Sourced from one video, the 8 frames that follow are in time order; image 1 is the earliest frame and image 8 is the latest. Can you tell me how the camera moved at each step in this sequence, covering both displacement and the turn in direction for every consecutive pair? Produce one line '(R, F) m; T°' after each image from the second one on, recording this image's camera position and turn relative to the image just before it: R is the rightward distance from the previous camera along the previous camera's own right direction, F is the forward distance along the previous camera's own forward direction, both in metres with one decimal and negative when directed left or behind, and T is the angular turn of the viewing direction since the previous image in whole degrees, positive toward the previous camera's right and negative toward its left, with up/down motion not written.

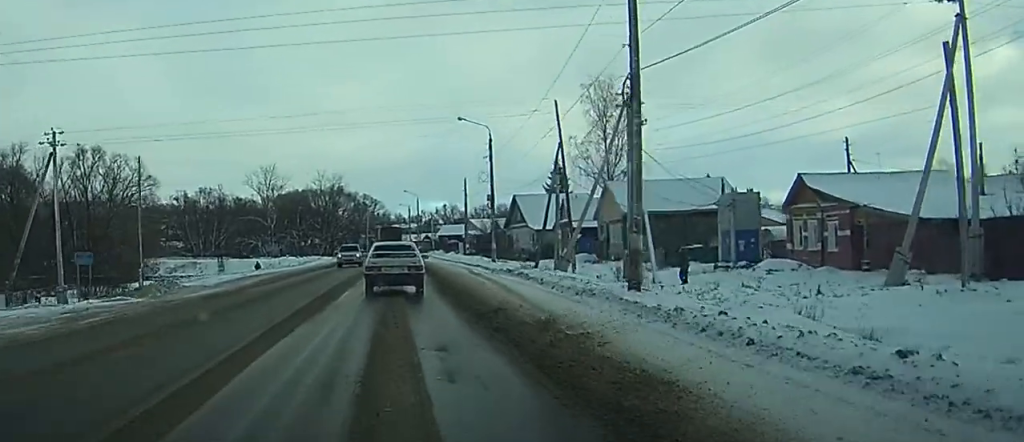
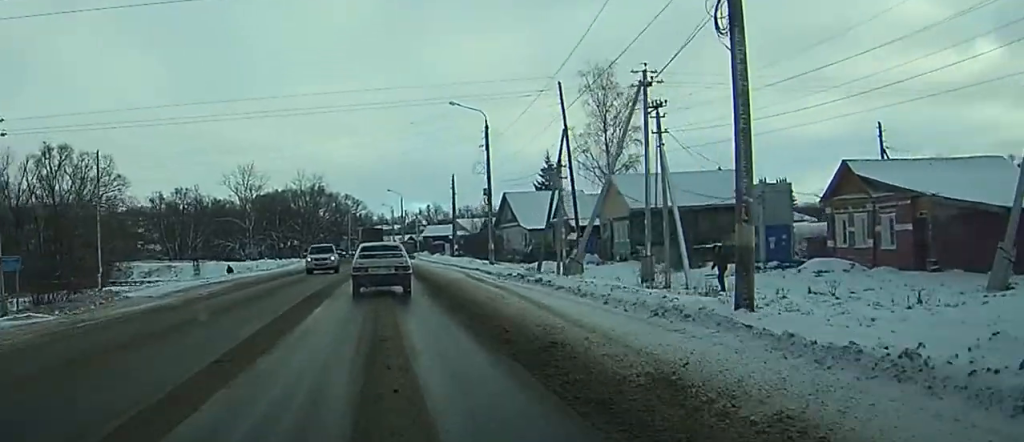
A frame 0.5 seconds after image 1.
(+0.2, +6.8) m; +1°
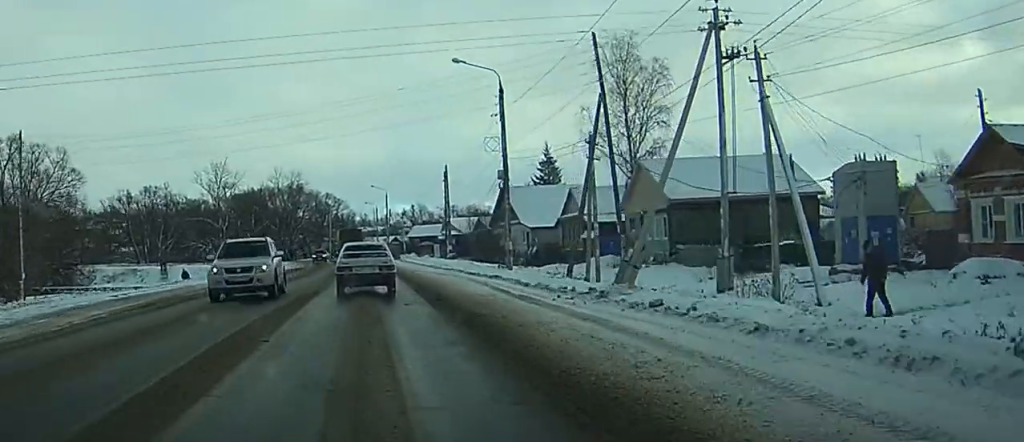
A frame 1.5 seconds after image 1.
(+0.1, +12.1) m; 0°
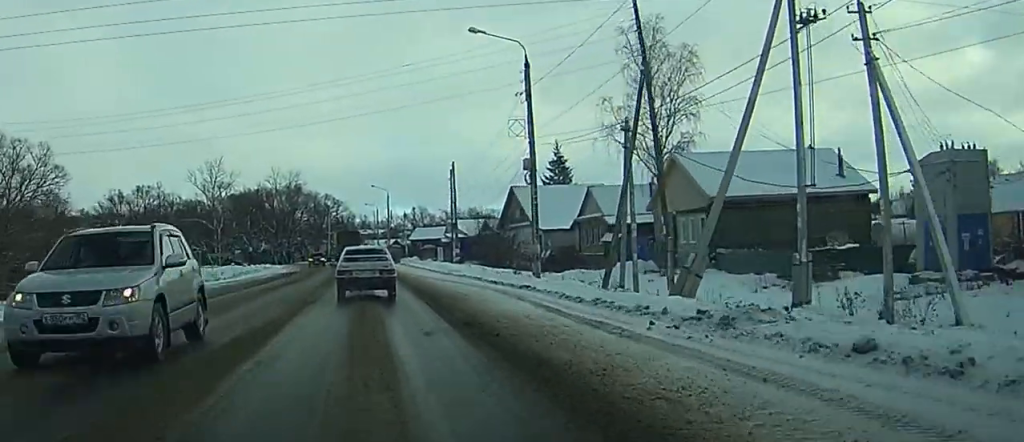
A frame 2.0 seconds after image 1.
(0.0, +6.2) m; 0°
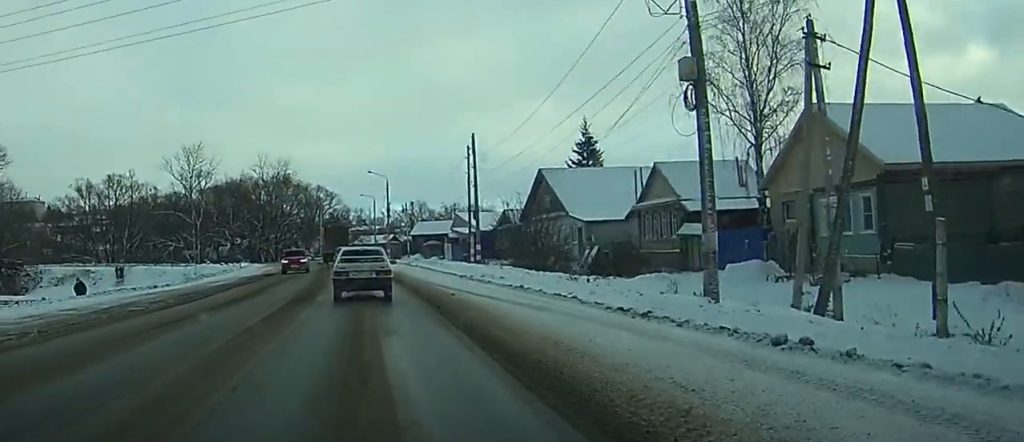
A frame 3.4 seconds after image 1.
(-0.1, +17.0) m; 0°
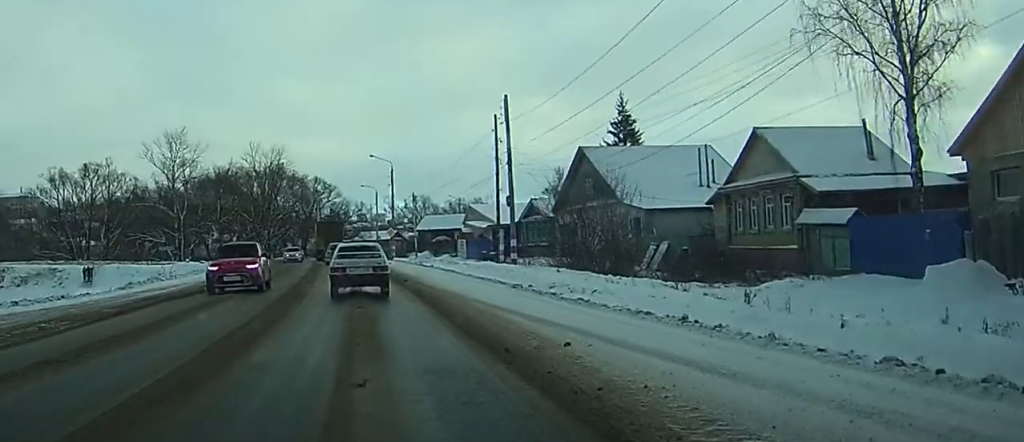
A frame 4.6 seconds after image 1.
(+0.2, +13.9) m; +1°
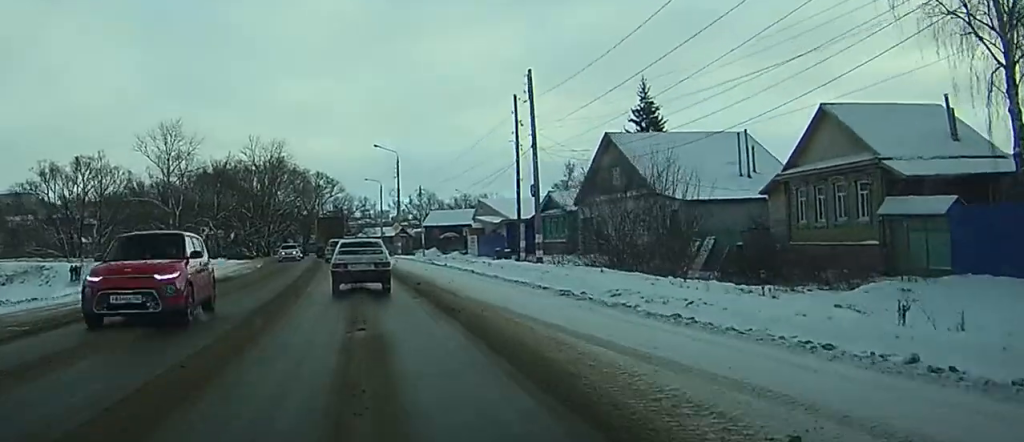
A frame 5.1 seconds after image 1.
(0.0, +5.9) m; 0°
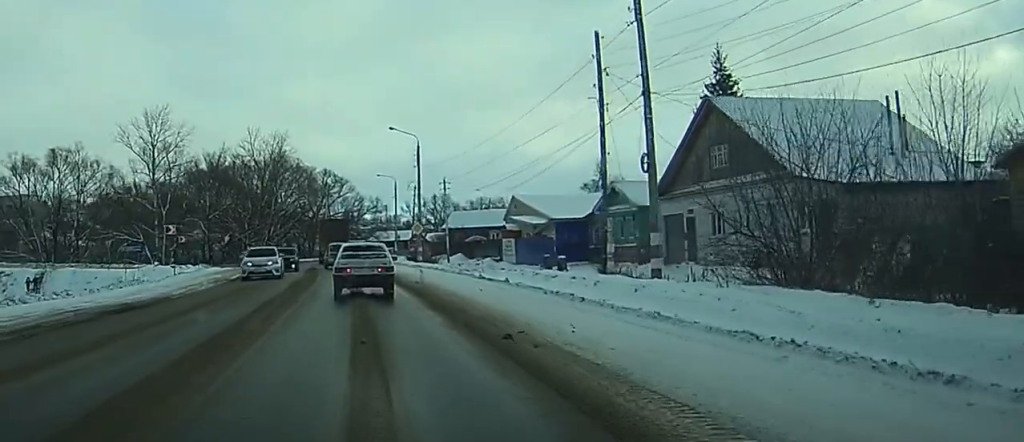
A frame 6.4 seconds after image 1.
(0.0, +15.2) m; 0°
